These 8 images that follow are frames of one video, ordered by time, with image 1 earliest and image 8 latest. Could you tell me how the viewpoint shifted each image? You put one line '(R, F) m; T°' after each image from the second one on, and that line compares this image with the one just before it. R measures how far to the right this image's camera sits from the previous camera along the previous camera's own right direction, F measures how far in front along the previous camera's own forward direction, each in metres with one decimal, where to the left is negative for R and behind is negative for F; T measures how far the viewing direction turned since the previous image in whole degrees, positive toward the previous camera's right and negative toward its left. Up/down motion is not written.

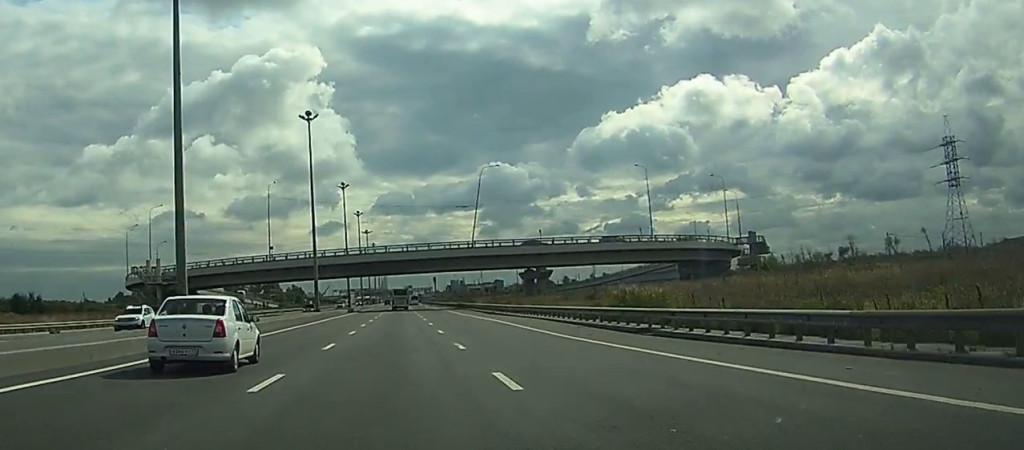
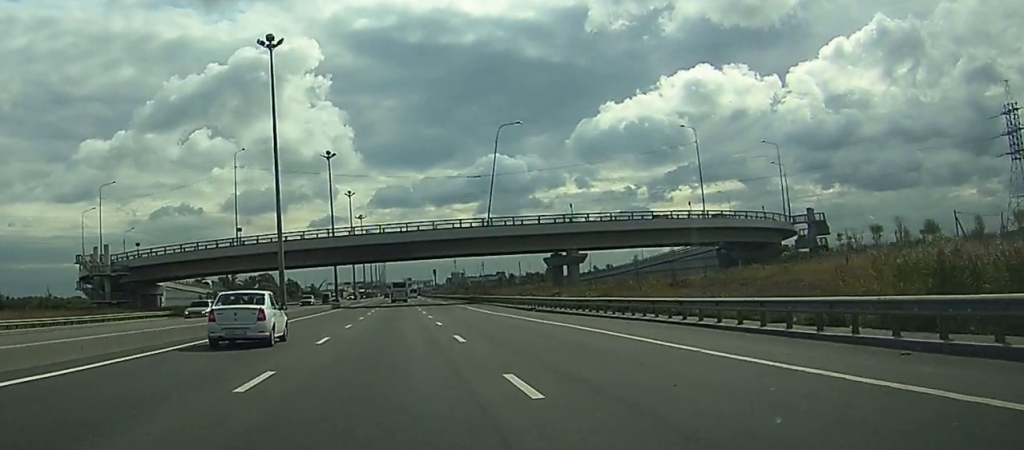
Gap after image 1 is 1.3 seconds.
(0.0, +25.0) m; 0°
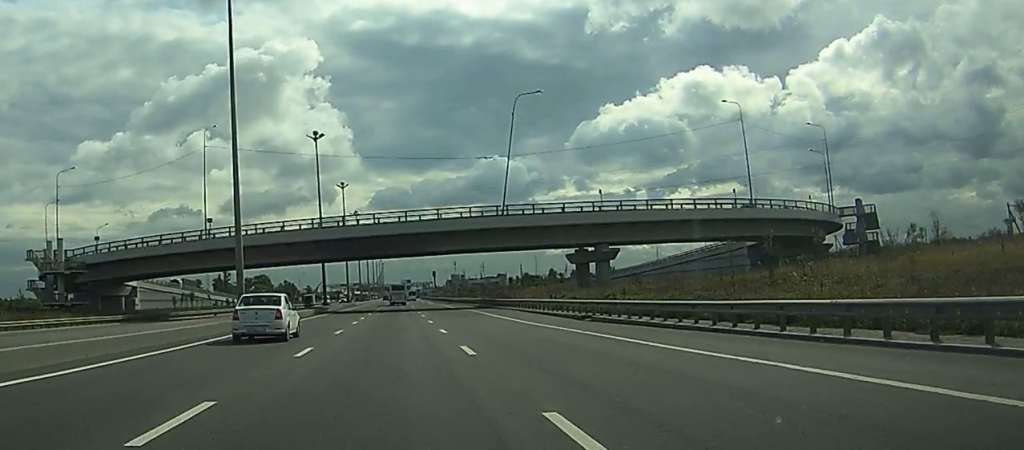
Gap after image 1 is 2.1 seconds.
(0.0, +16.3) m; 0°
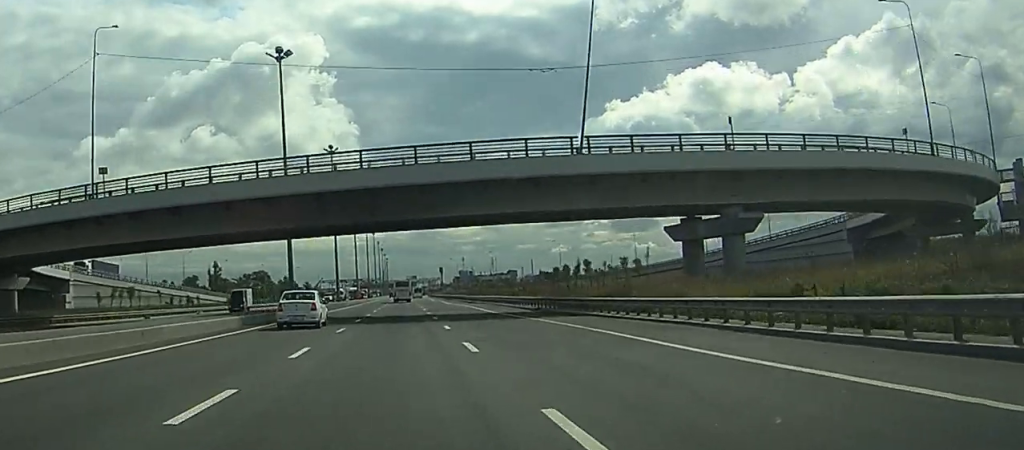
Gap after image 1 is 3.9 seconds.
(+0.1, +35.1) m; 0°
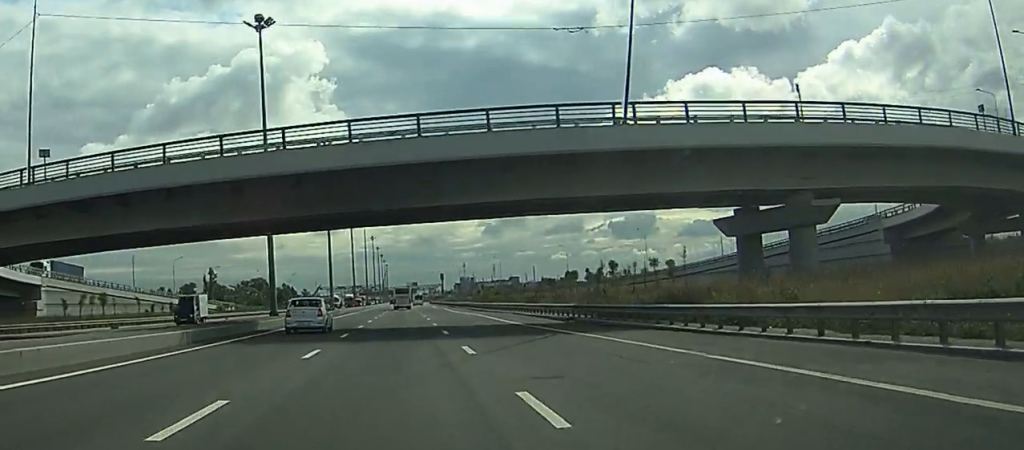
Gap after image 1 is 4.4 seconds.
(0.0, +10.0) m; 0°
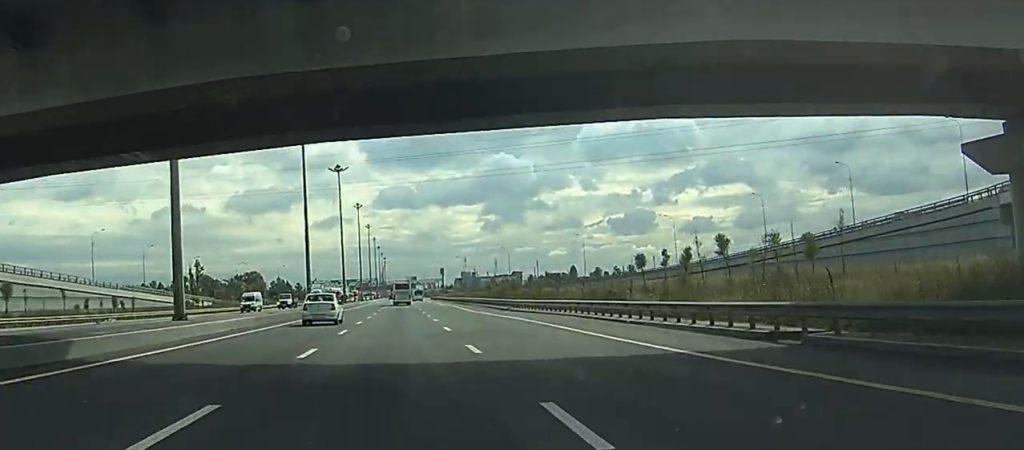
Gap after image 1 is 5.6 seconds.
(0.0, +24.7) m; 0°
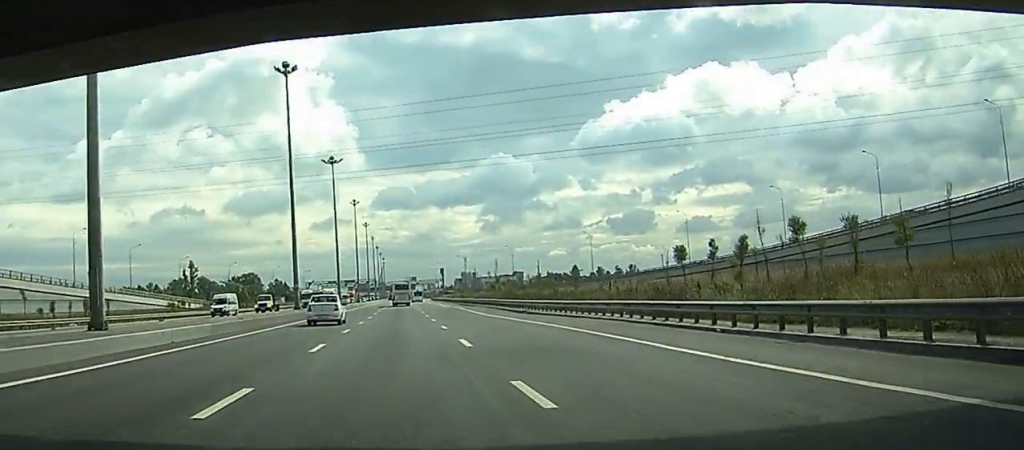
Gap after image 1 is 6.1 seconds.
(0.0, +9.3) m; 0°
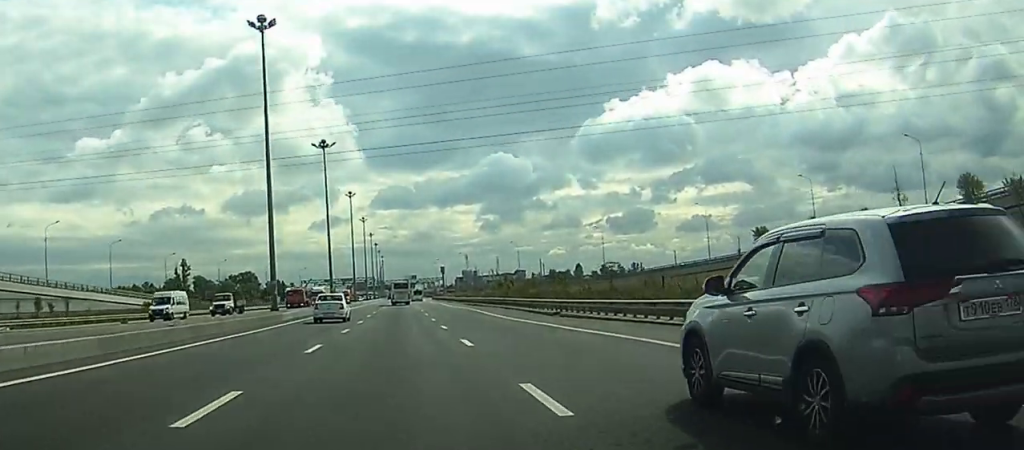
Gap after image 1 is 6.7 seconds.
(0.0, +12.5) m; 0°
